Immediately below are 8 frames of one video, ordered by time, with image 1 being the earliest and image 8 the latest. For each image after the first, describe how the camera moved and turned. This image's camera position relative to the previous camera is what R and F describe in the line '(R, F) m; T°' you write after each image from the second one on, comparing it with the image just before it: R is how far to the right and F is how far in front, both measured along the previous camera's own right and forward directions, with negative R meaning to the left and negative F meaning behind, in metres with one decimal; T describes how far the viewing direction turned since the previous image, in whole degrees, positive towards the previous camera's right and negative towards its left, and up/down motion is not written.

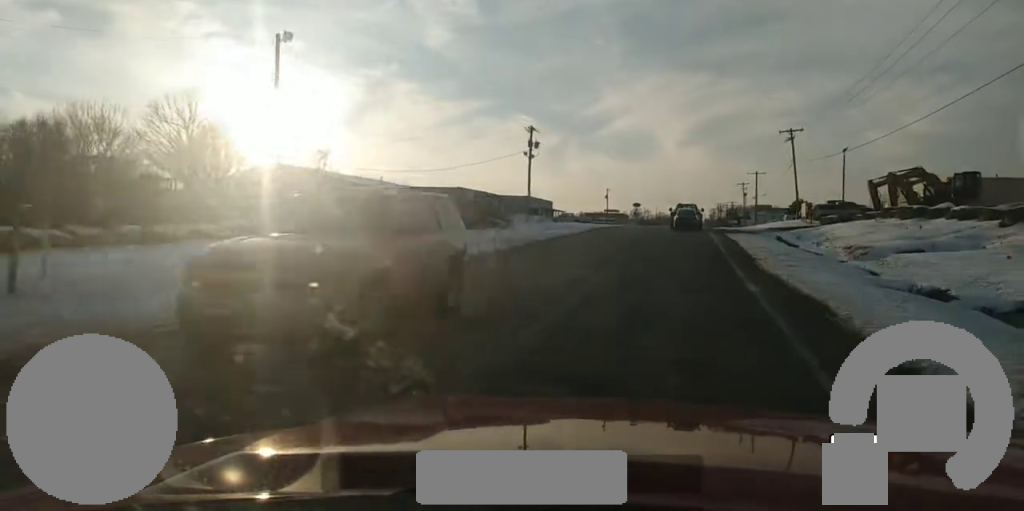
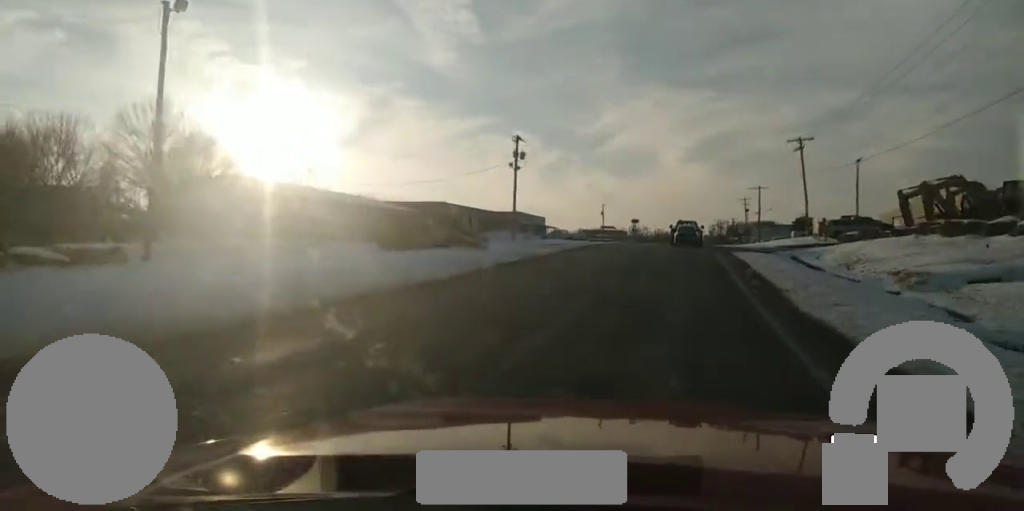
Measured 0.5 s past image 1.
(-0.1, +8.0) m; 0°
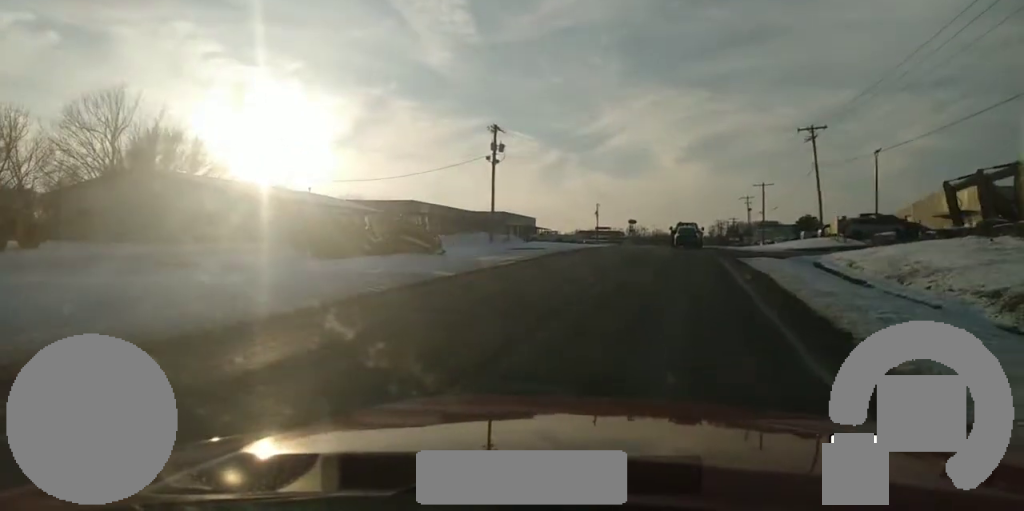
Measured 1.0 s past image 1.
(0.0, +8.5) m; 0°
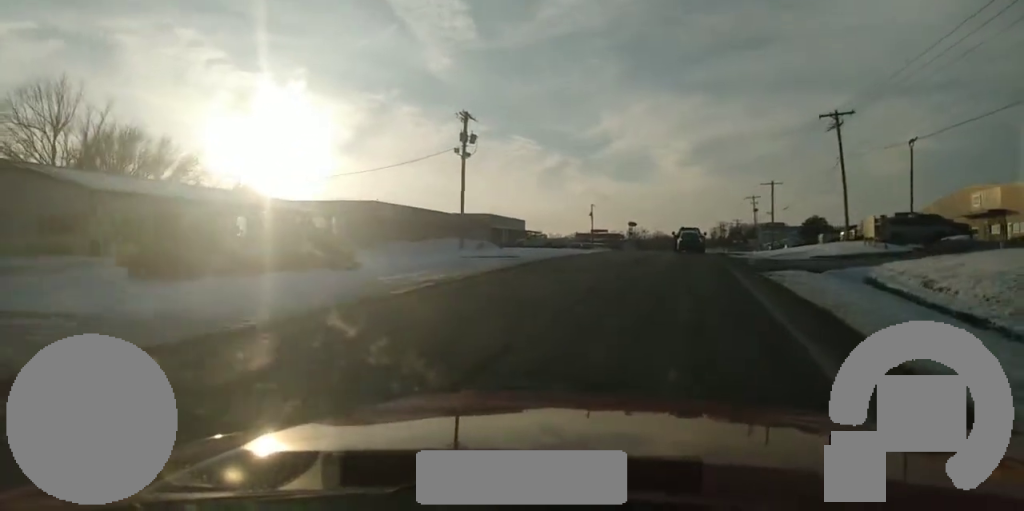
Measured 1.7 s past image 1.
(+0.1, +10.6) m; 0°
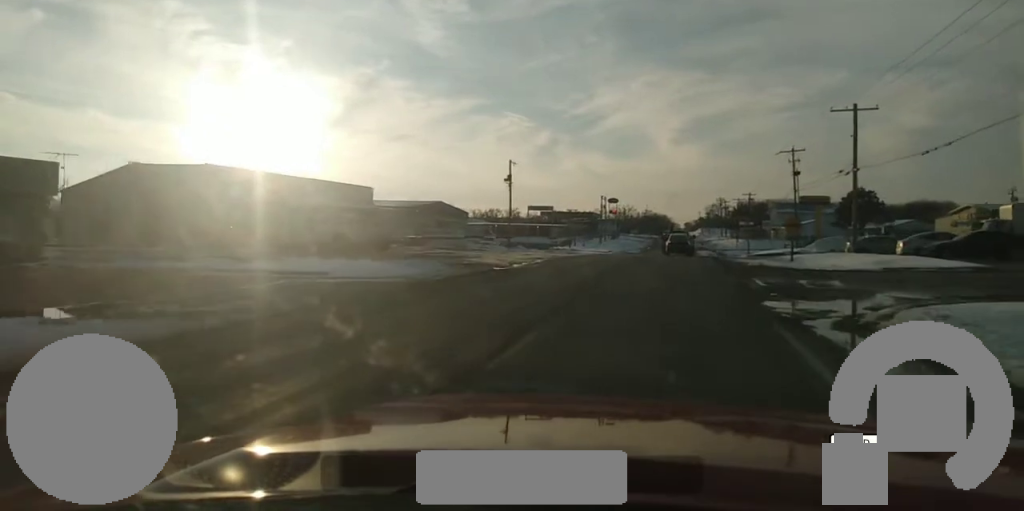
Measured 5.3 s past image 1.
(-0.5, +56.0) m; -1°
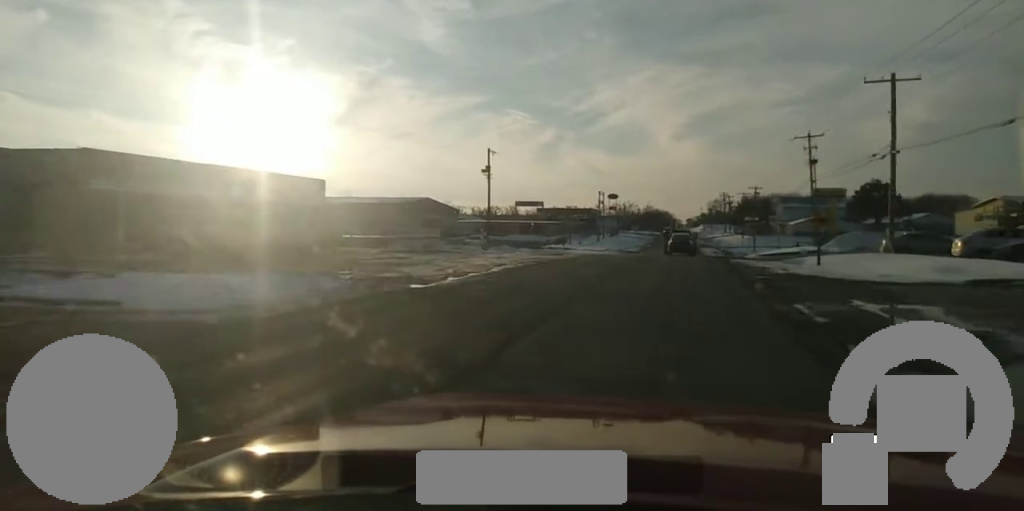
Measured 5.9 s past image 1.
(-0.2, +9.3) m; +1°
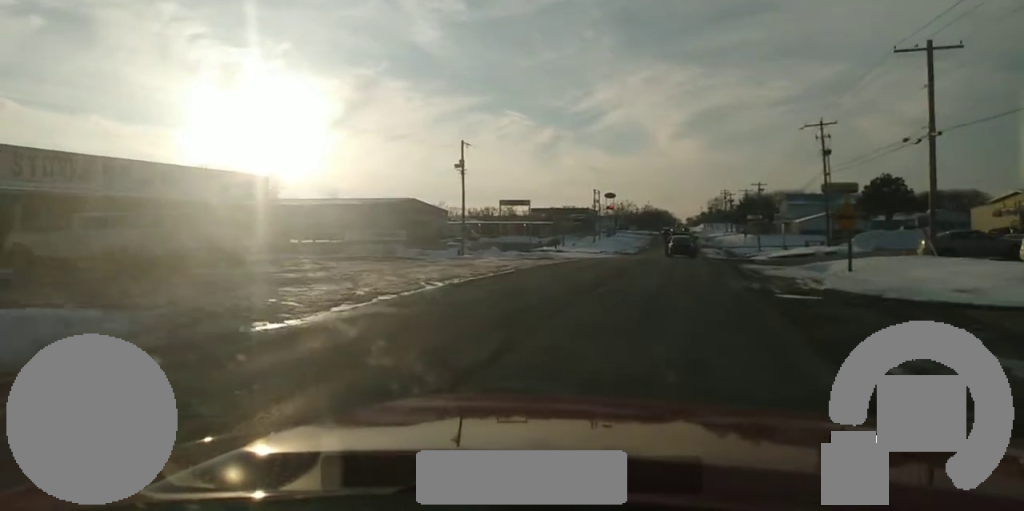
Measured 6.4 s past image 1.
(+0.7, +7.2) m; +2°
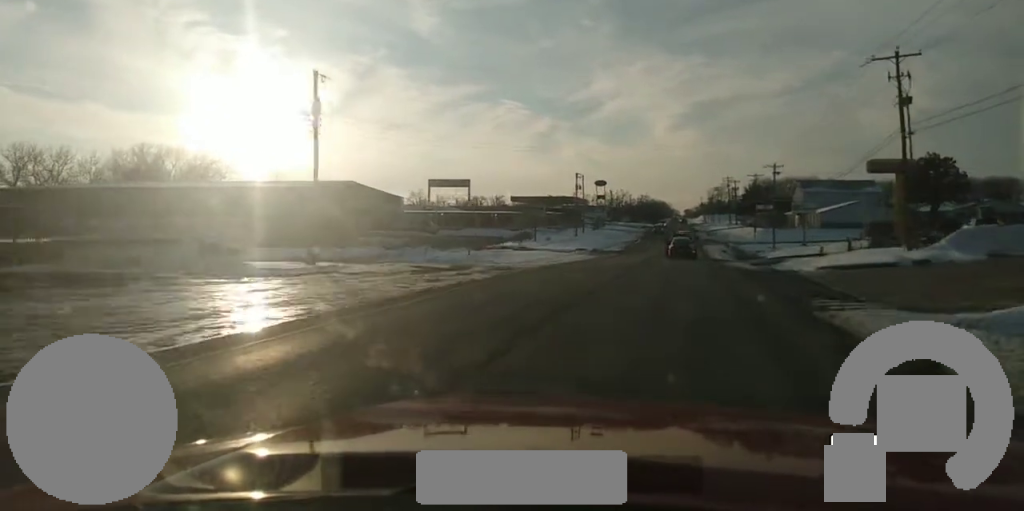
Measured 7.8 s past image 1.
(-0.3, +22.5) m; -3°
